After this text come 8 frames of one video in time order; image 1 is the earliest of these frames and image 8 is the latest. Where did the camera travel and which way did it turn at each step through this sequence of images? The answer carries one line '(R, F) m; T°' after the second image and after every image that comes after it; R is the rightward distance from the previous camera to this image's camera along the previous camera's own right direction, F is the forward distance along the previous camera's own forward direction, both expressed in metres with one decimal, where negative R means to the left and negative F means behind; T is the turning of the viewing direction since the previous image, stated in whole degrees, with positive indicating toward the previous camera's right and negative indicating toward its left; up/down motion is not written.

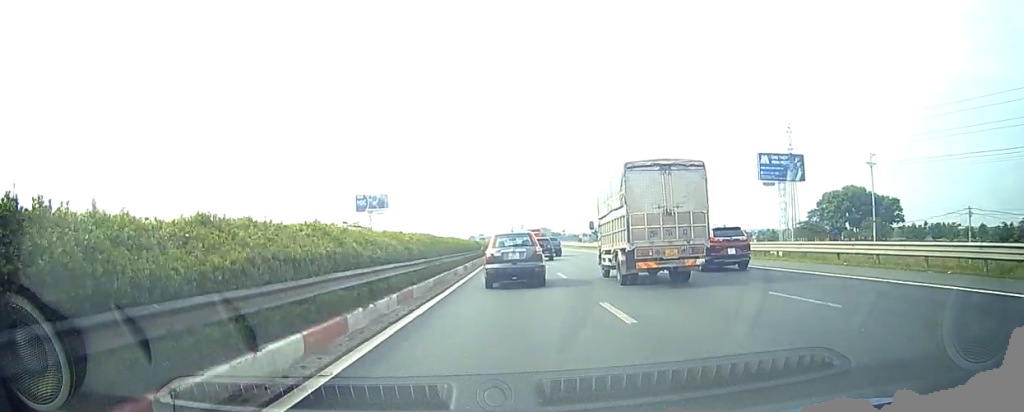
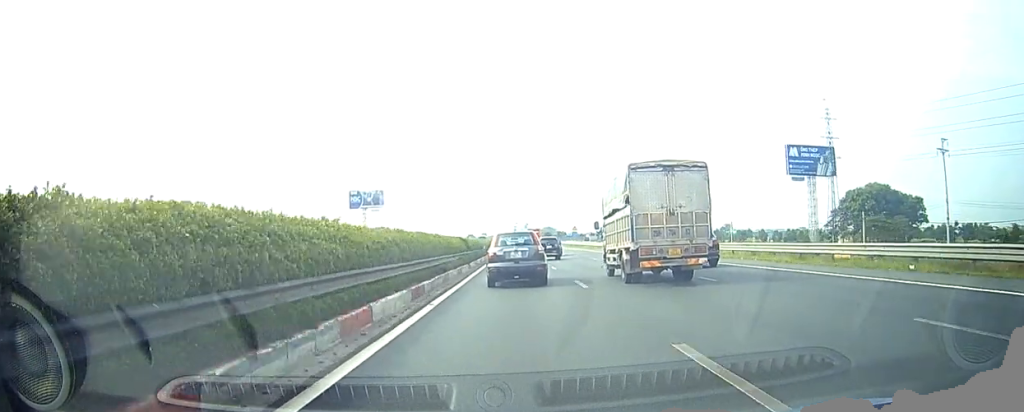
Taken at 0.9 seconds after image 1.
(-0.1, +18.7) m; -2°
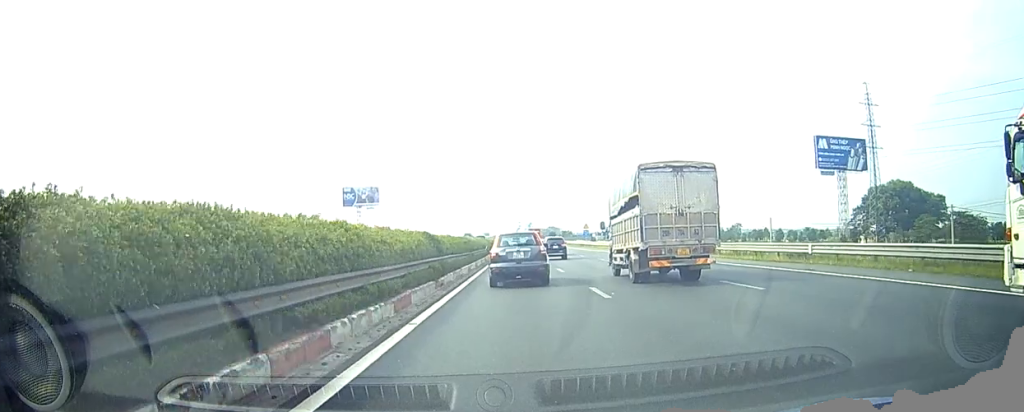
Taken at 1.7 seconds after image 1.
(-0.3, +15.5) m; -1°
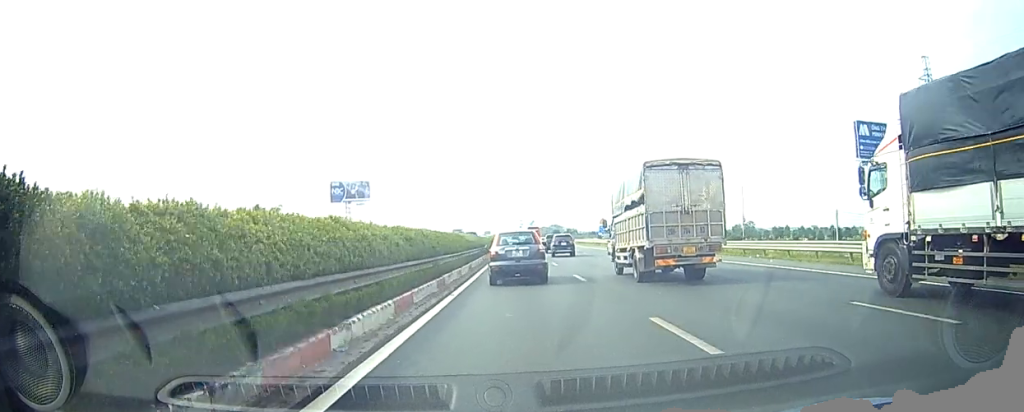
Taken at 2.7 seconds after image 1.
(-0.2, +19.4) m; +1°
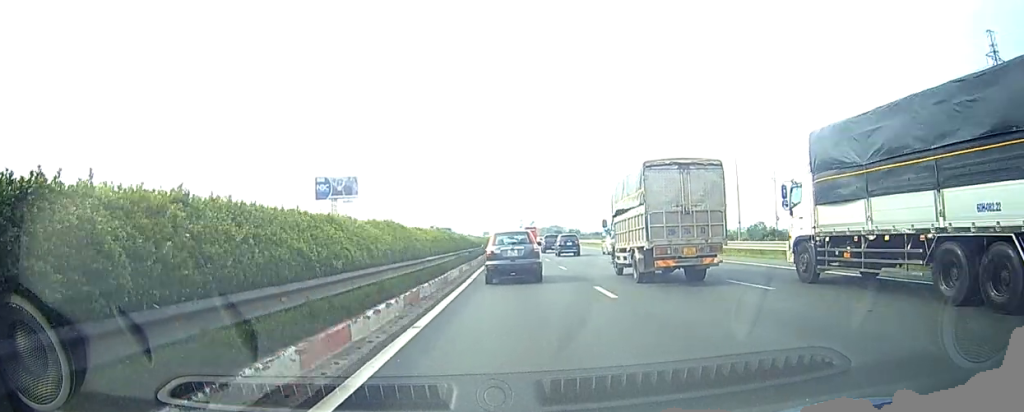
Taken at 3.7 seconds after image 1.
(+0.5, +17.7) m; +2°
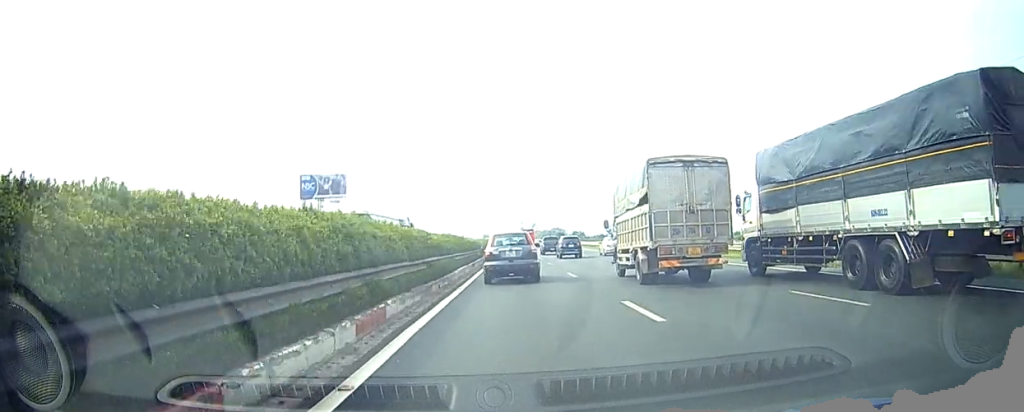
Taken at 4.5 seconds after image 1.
(+0.2, +15.6) m; -1°
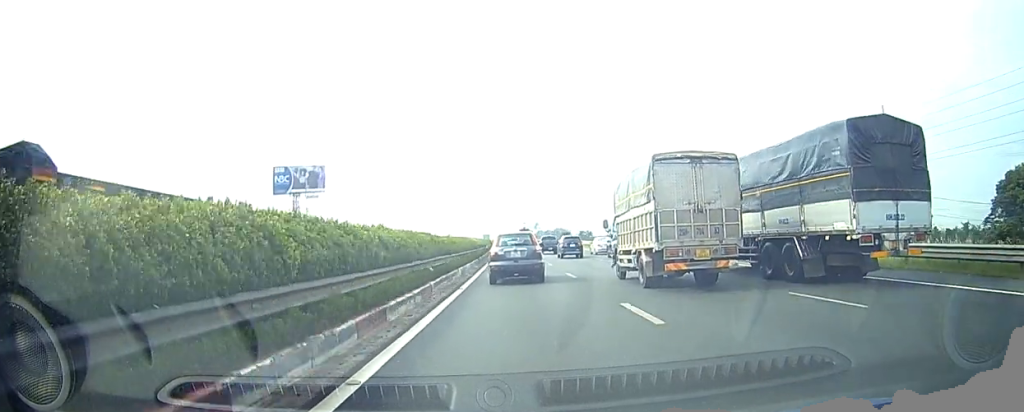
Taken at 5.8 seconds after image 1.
(-0.5, +21.4) m; -2°
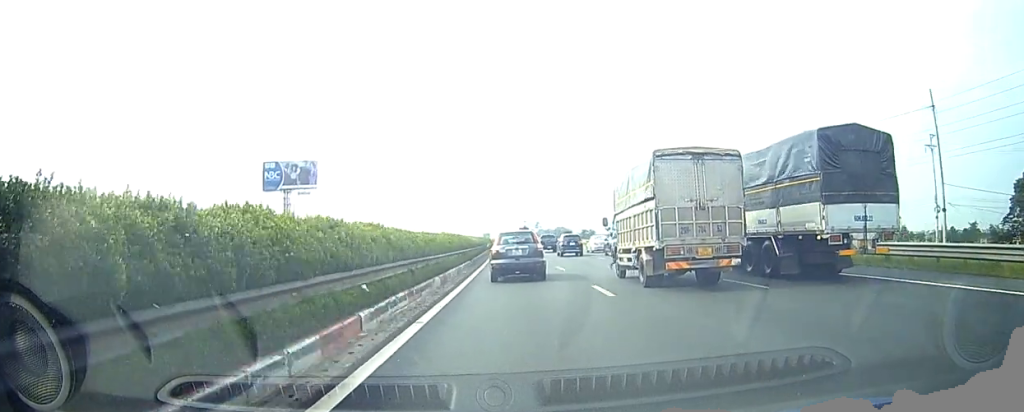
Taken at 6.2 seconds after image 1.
(-0.1, +6.9) m; 0°
